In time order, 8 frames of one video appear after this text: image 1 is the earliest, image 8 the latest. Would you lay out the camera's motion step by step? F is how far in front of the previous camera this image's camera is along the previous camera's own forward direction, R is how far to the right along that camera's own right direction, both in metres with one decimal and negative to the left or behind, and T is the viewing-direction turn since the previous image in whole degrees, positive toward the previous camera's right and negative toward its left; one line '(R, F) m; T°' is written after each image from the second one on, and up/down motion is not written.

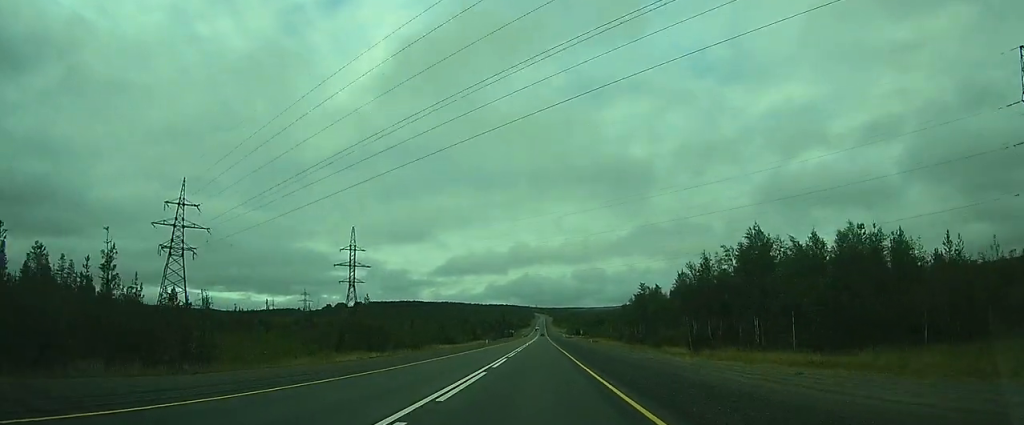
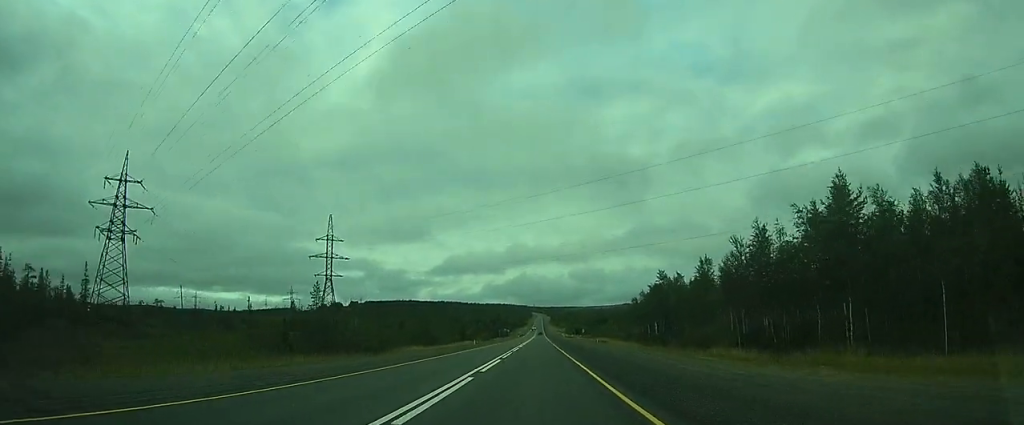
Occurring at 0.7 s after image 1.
(0.0, +12.5) m; 0°
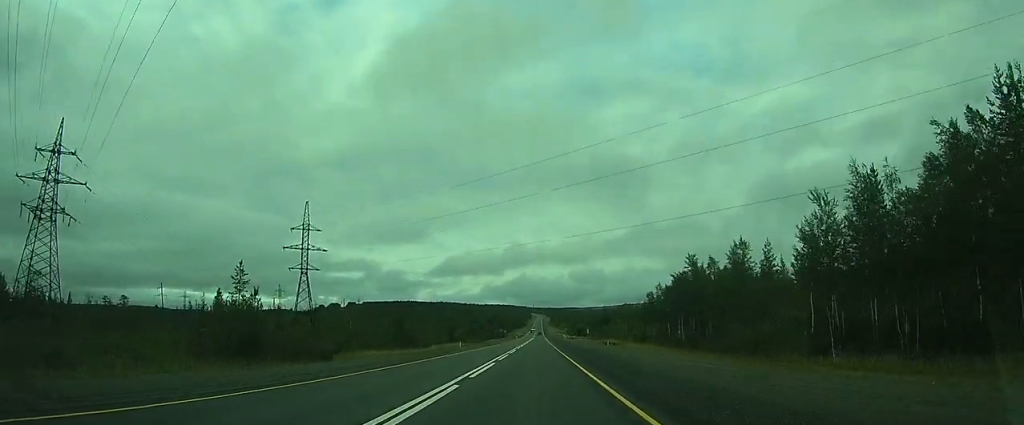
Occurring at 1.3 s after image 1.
(-0.1, +11.6) m; 0°
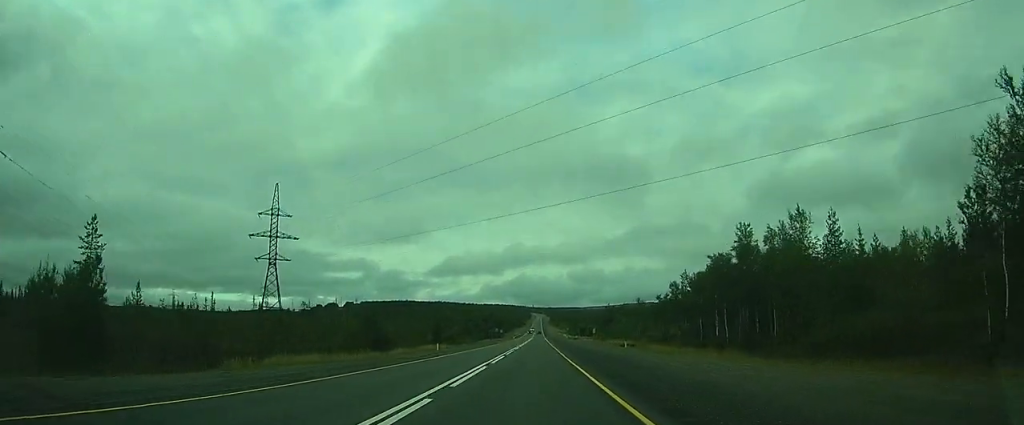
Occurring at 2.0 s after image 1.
(0.0, +13.1) m; 0°
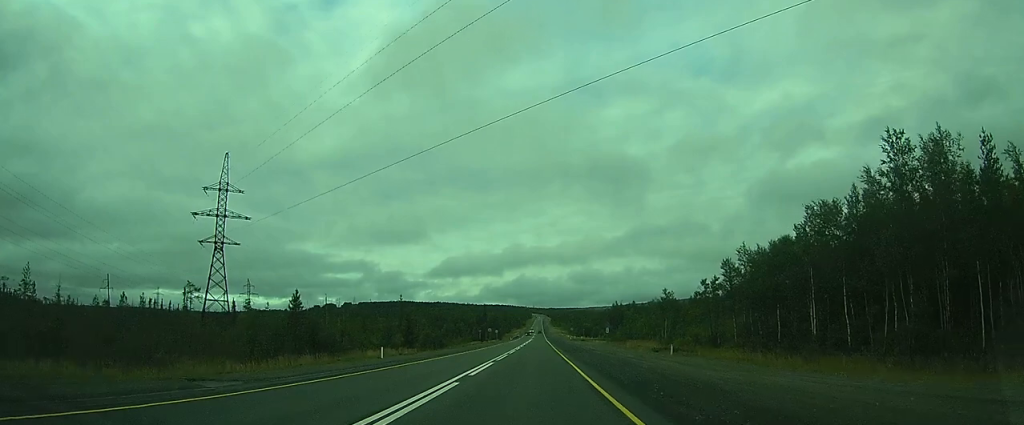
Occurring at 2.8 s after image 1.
(0.0, +18.9) m; 0°
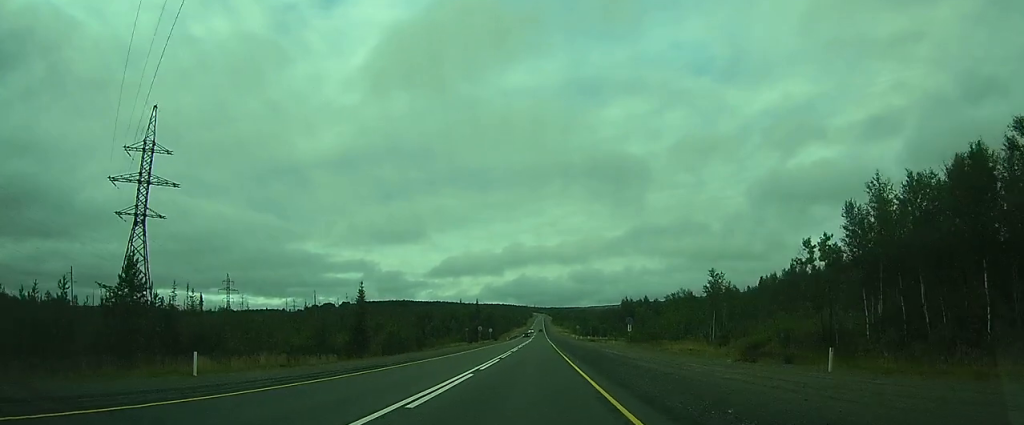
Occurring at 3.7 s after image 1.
(-0.1, +20.6) m; 0°
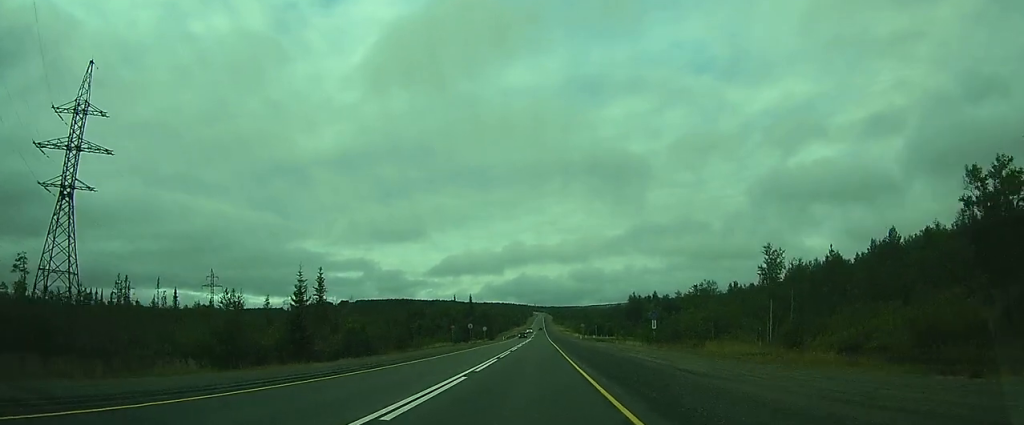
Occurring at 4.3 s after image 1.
(-0.1, +13.5) m; 0°
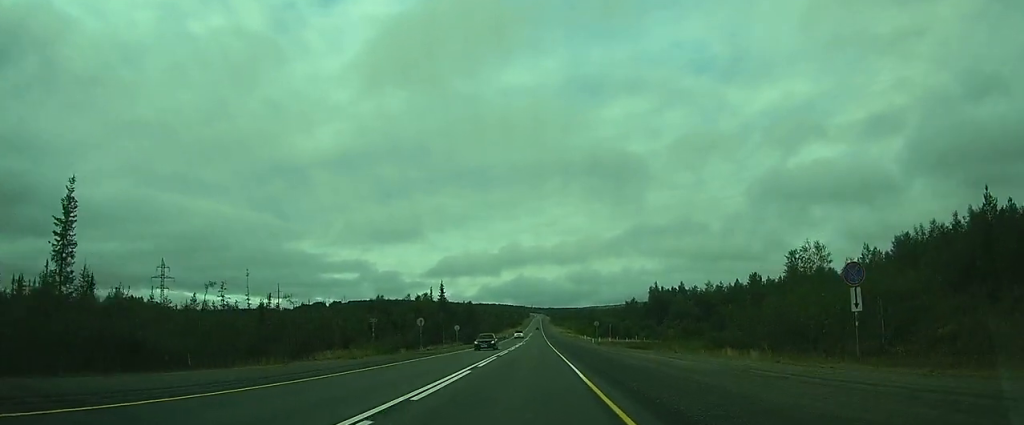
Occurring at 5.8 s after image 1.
(0.0, +29.3) m; 0°
